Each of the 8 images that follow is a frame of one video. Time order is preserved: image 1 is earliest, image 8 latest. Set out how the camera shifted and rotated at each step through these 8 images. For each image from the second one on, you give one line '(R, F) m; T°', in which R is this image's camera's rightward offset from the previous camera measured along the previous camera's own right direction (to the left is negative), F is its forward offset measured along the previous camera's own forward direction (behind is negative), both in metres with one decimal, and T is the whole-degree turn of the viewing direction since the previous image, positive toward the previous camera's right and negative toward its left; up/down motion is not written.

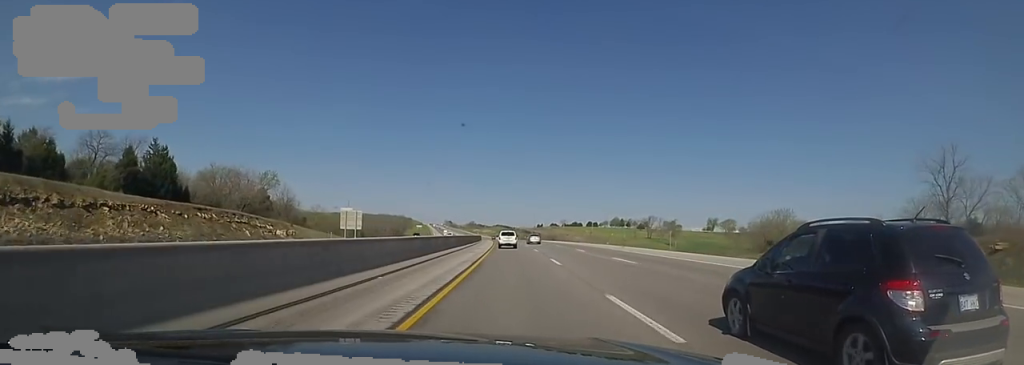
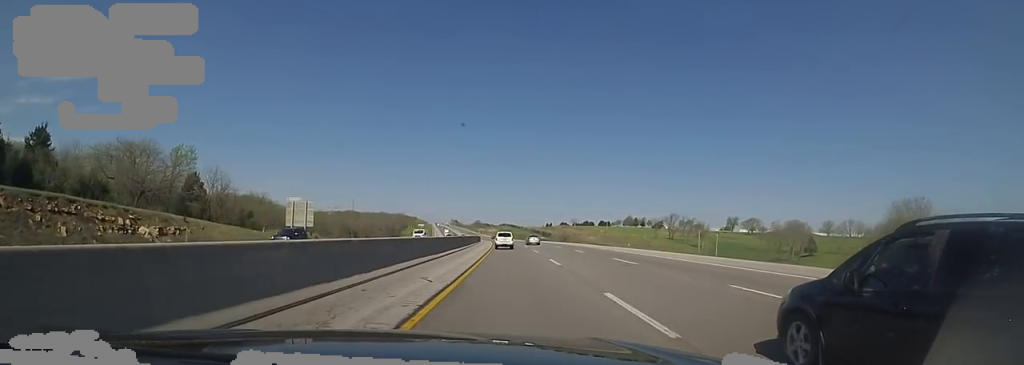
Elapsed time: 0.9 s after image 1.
(0.0, +30.1) m; 0°
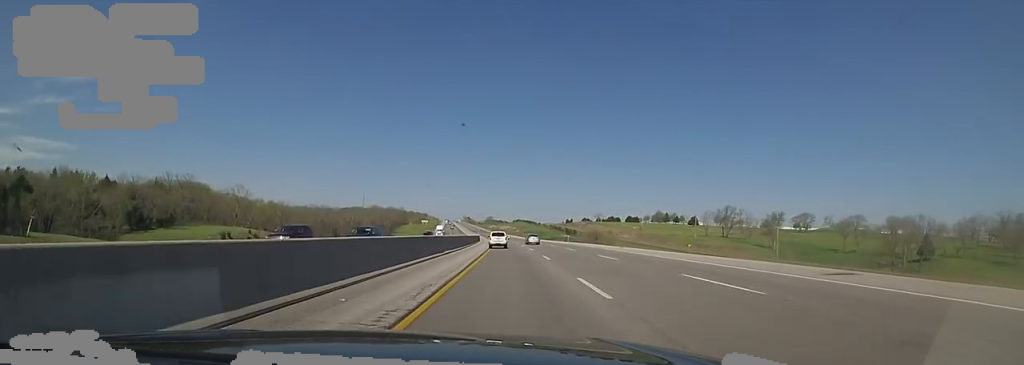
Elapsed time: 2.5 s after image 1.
(-0.1, +57.5) m; 0°
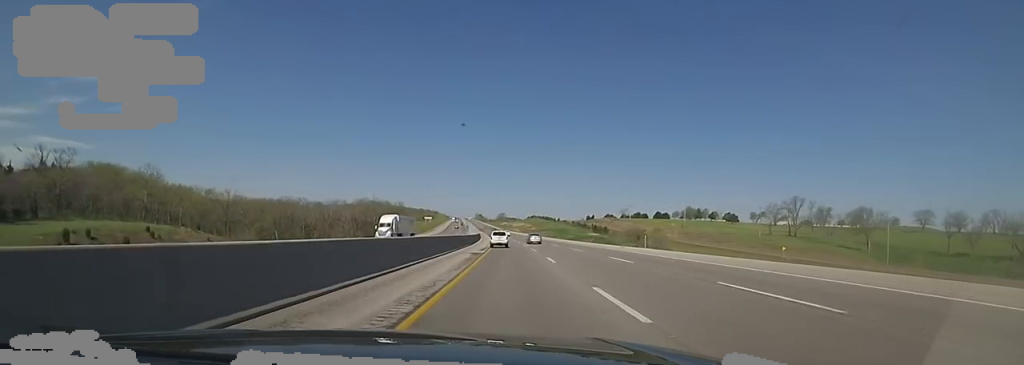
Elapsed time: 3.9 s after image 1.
(-0.1, +48.7) m; -3°
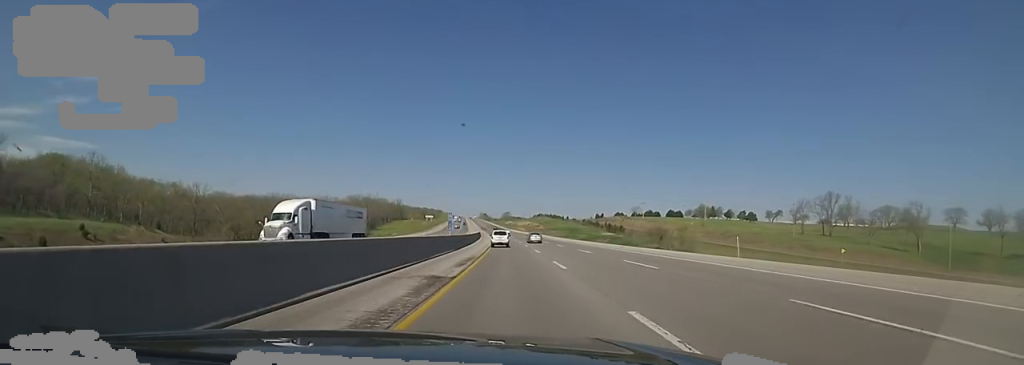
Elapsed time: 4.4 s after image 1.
(-0.7, +19.2) m; -1°
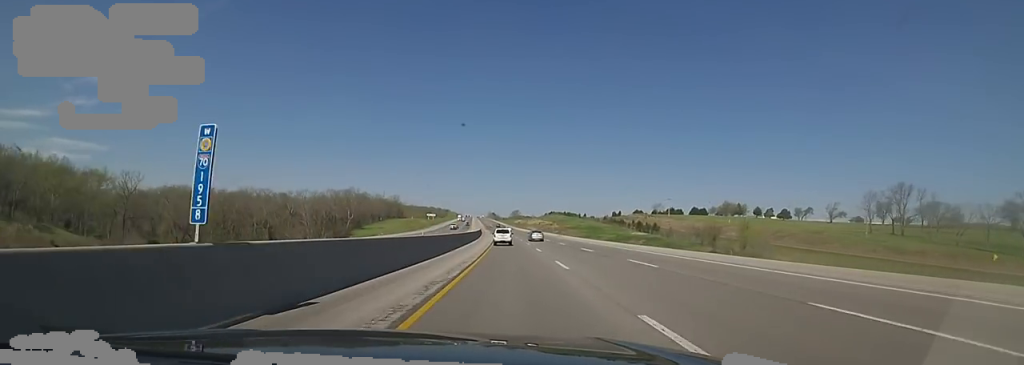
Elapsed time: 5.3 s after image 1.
(-0.7, +31.3) m; -1°
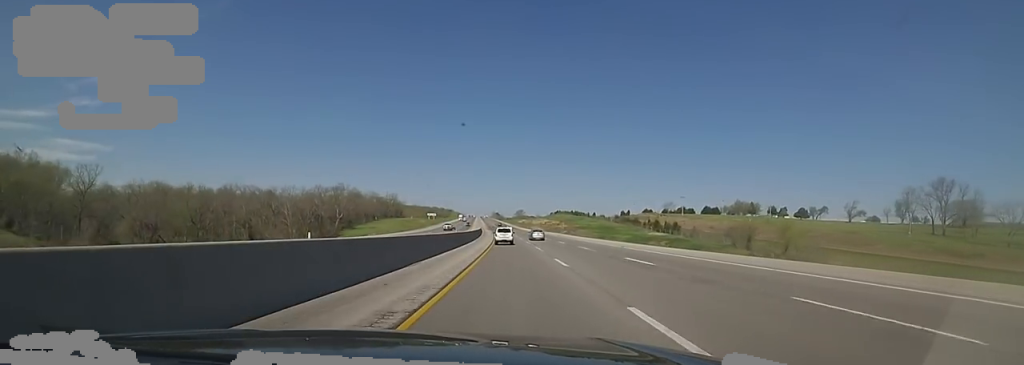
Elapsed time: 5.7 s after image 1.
(0.0, +14.5) m; 0°
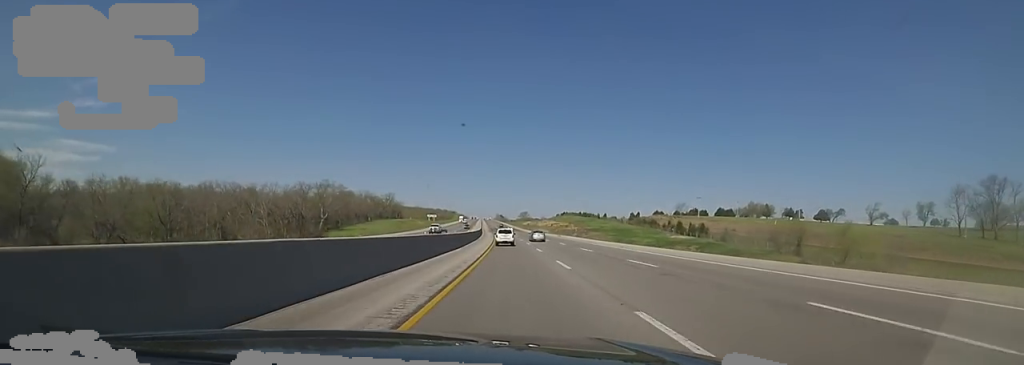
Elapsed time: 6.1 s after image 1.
(0.0, +15.7) m; 0°
